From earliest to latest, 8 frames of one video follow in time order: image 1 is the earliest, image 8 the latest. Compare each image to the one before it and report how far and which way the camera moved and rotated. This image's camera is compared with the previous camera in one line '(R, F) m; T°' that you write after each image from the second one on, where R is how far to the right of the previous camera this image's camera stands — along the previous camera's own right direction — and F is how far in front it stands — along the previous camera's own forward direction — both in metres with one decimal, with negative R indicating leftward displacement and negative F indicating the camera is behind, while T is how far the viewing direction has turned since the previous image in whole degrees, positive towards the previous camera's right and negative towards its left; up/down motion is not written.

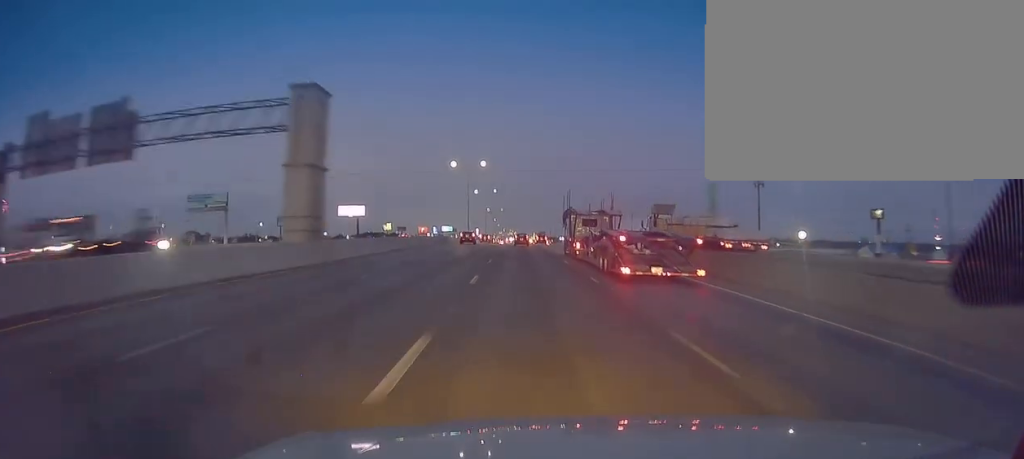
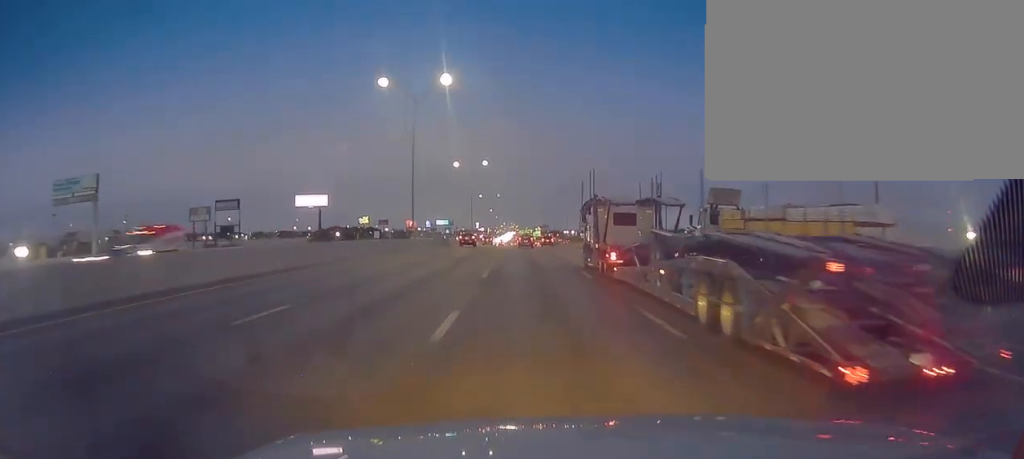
(-2.1, +72.2) m; -1°
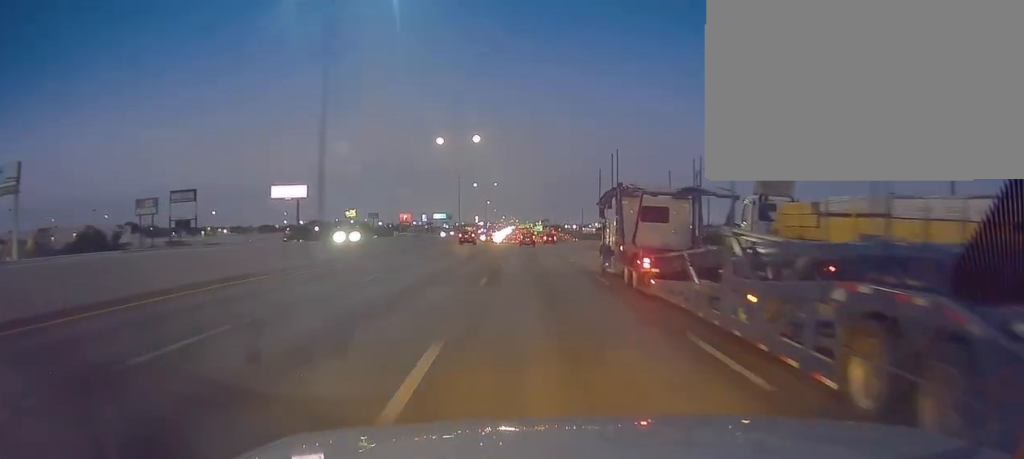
(+0.8, +28.4) m; +1°
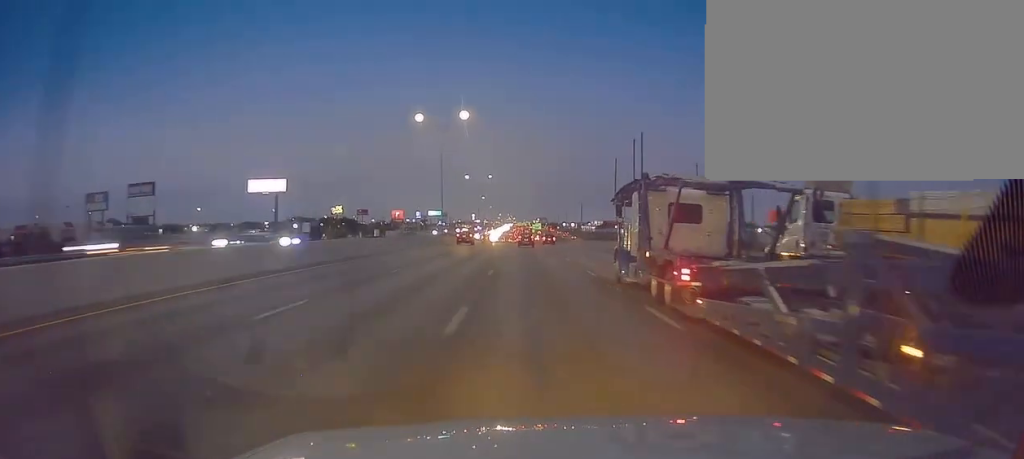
(-0.1, +20.2) m; 0°
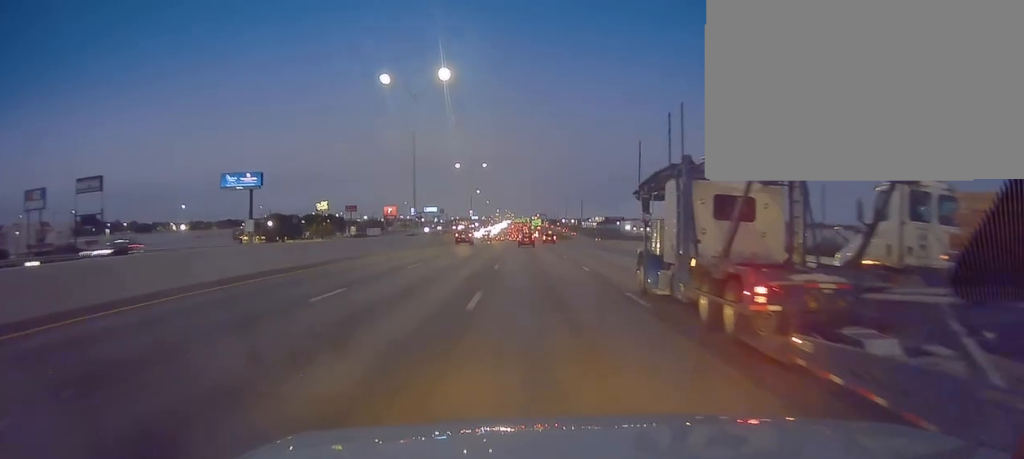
(0.0, +21.5) m; 0°
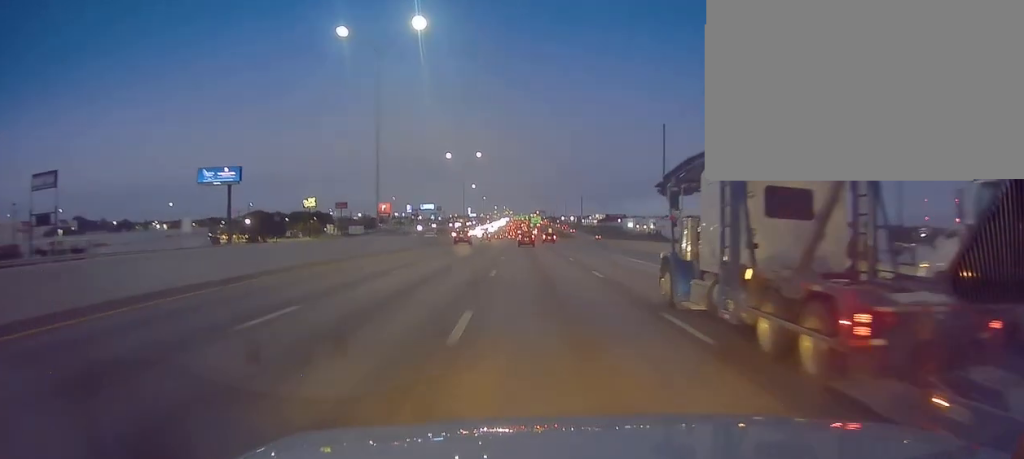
(0.0, +15.9) m; 0°
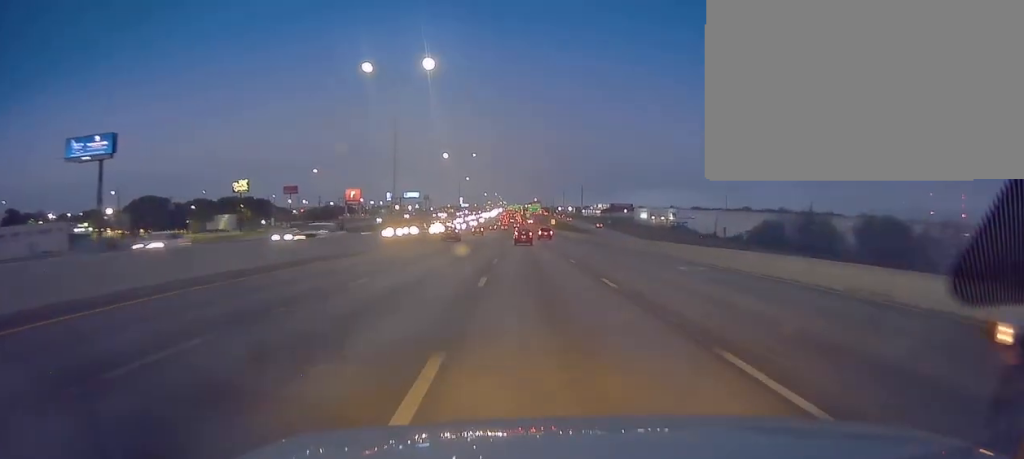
(0.0, +64.6) m; 0°
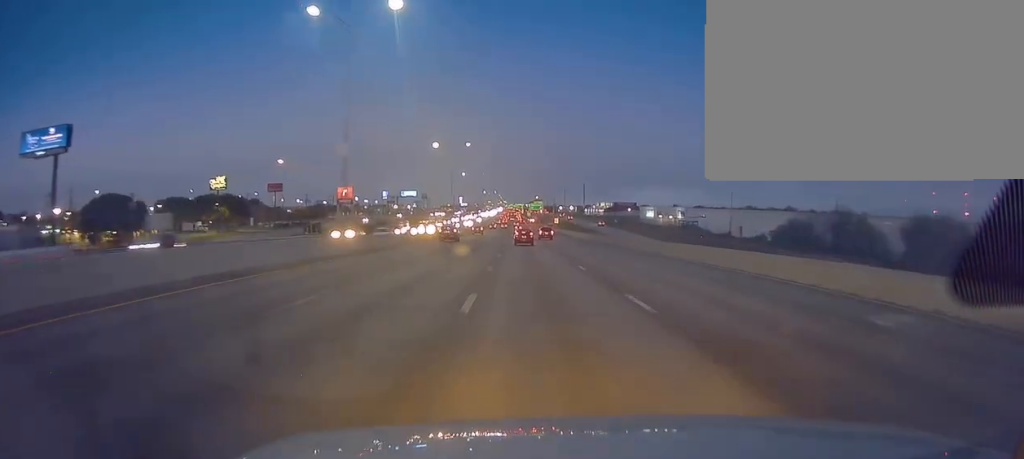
(0.0, +17.2) m; 0°
